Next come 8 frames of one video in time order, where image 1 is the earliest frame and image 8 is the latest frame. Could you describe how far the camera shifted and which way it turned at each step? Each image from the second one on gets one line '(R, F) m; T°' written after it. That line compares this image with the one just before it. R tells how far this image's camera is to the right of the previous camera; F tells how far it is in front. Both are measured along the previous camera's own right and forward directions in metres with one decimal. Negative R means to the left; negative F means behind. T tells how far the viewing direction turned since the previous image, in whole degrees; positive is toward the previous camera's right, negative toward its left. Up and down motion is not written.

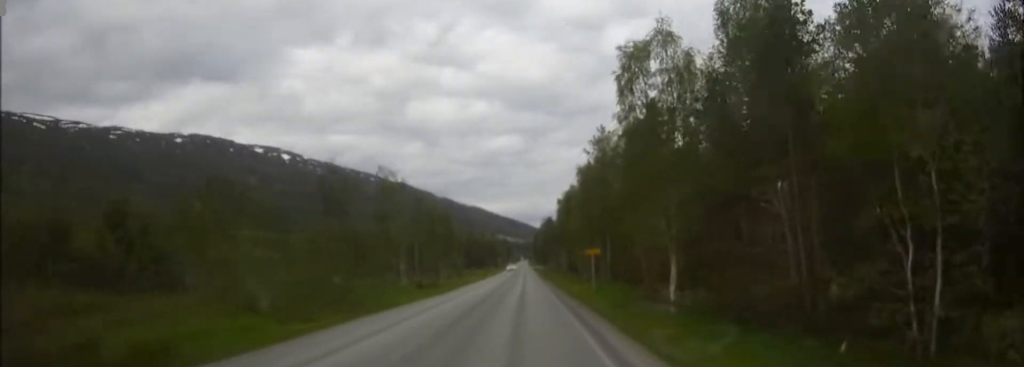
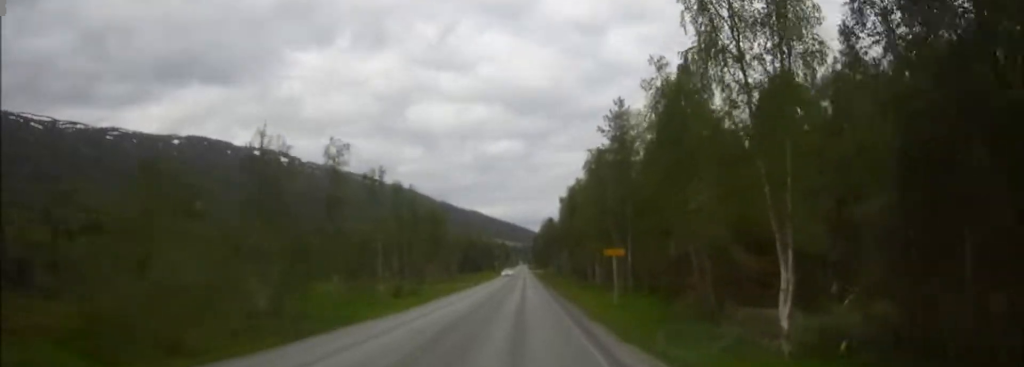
(0.0, +15.0) m; 0°
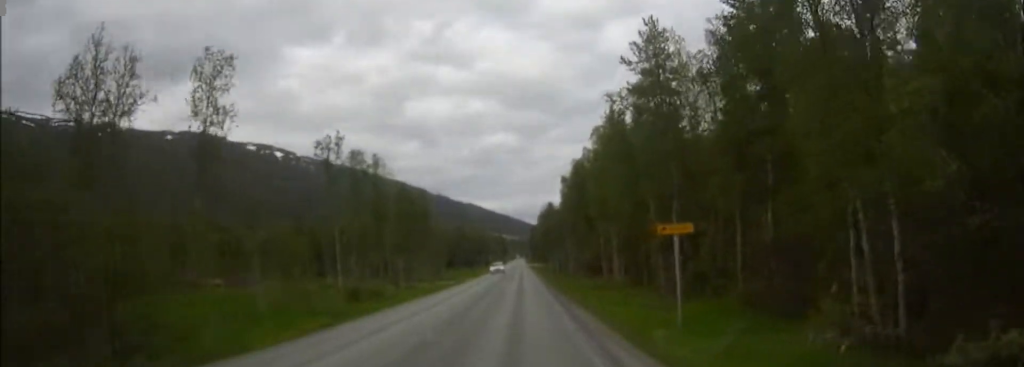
(-0.1, +18.4) m; 0°
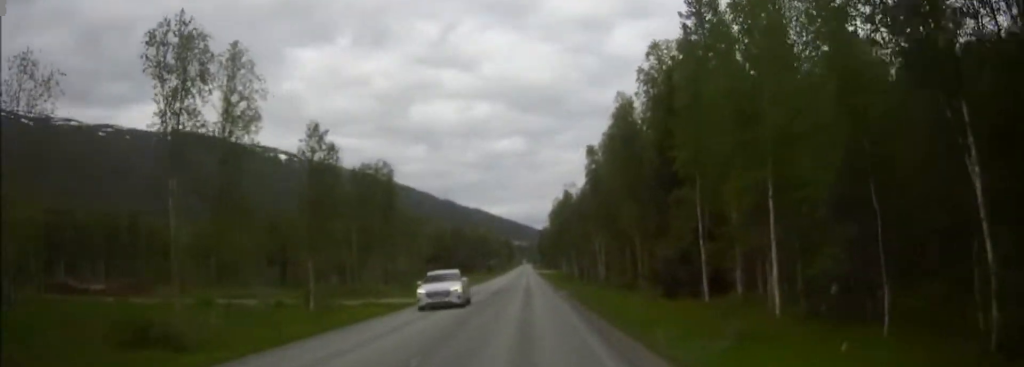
(-0.1, +34.7) m; 0°
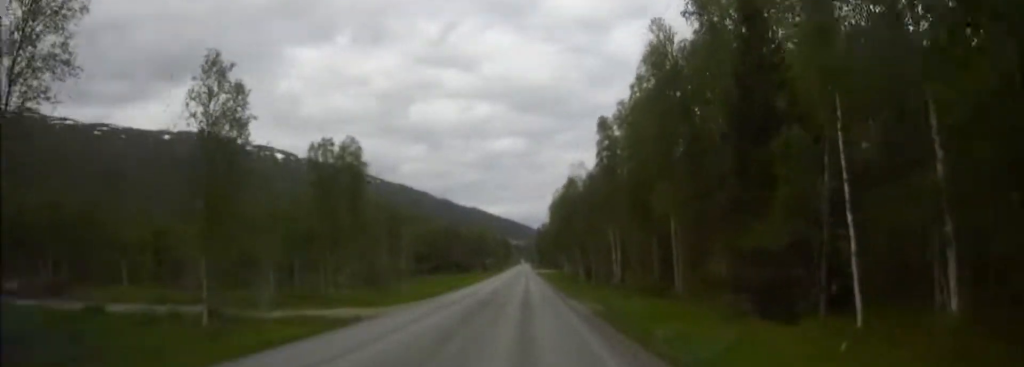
(+0.1, +15.0) m; 0°
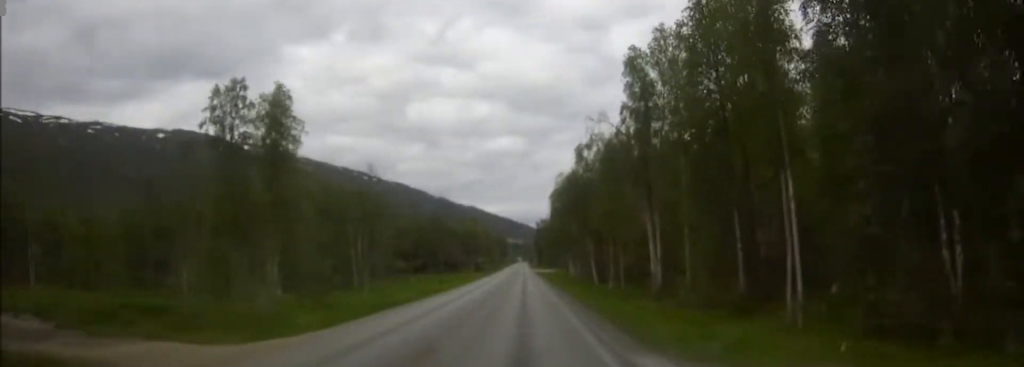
(0.0, +20.5) m; 0°
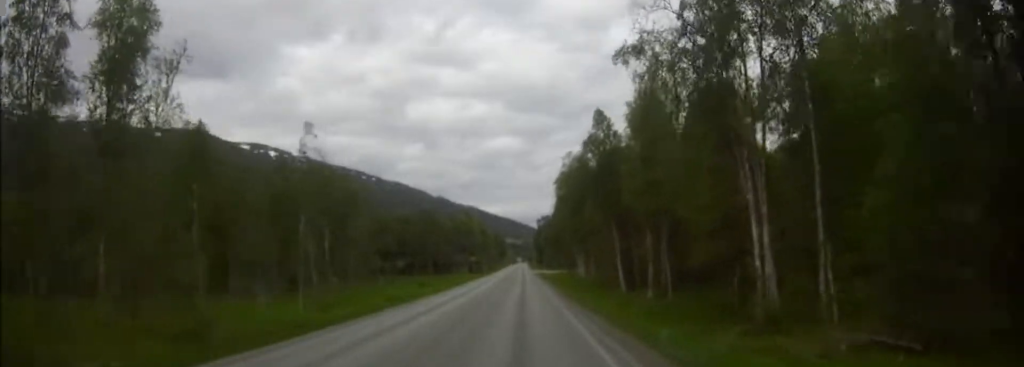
(0.0, +20.4) m; 0°
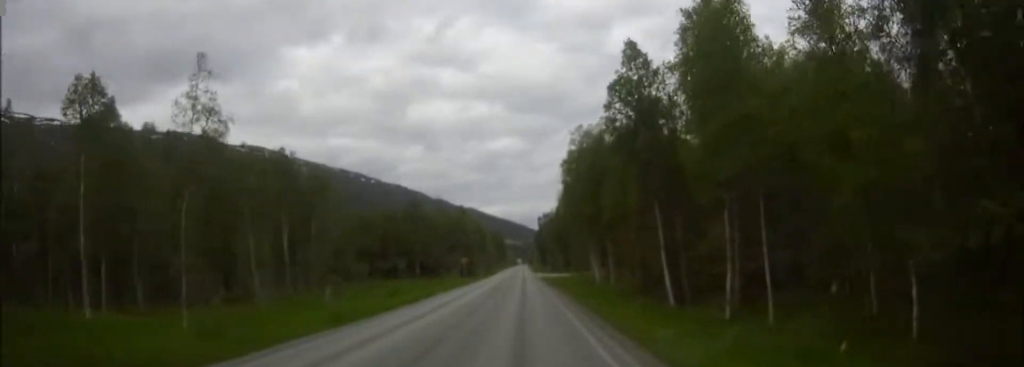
(0.0, +17.6) m; 0°
